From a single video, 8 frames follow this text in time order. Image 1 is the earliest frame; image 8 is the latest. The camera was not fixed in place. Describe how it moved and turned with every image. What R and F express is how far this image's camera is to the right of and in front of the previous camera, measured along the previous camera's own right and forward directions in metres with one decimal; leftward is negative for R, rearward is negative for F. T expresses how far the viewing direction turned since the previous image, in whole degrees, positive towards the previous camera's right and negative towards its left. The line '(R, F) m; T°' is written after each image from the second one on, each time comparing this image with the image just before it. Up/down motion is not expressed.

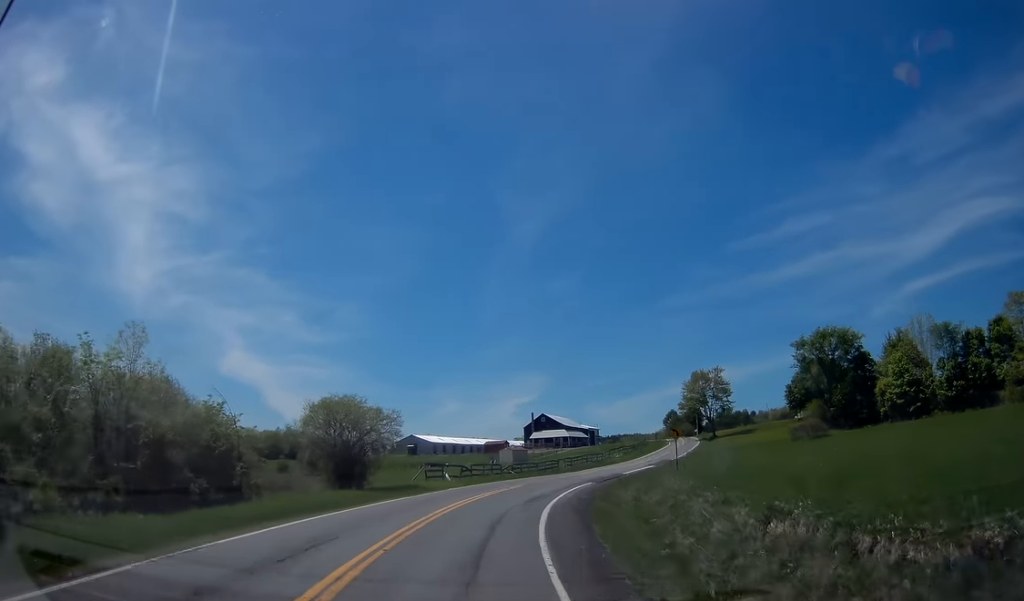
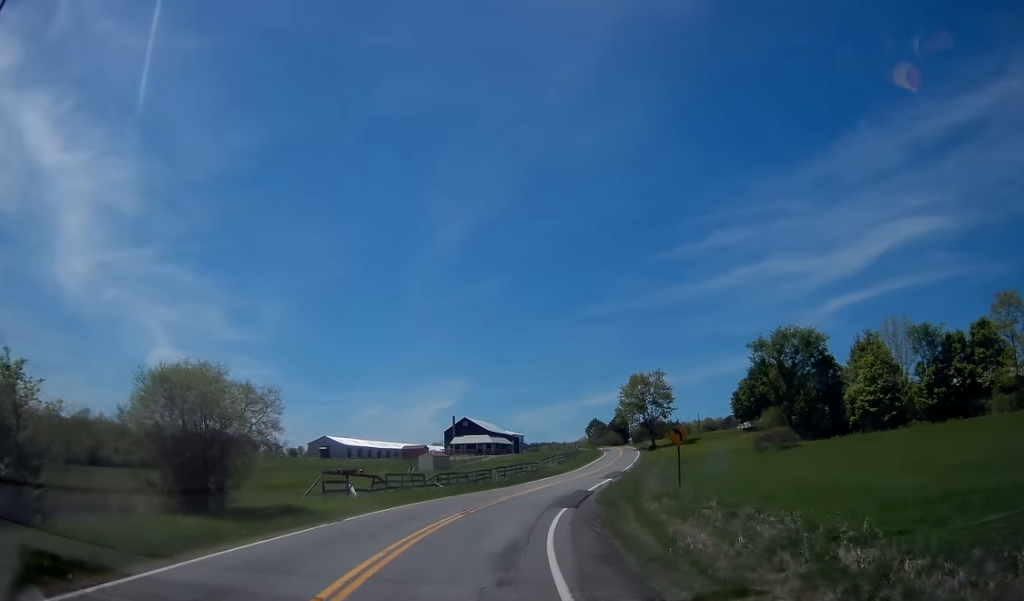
(+1.0, +11.8) m; +6°
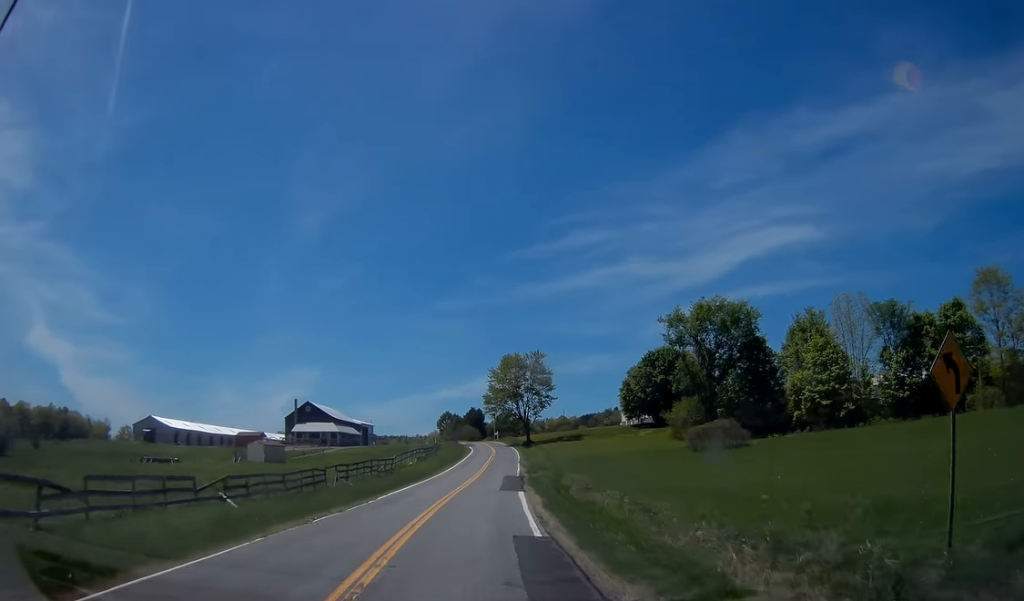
(+1.8, +21.0) m; +10°
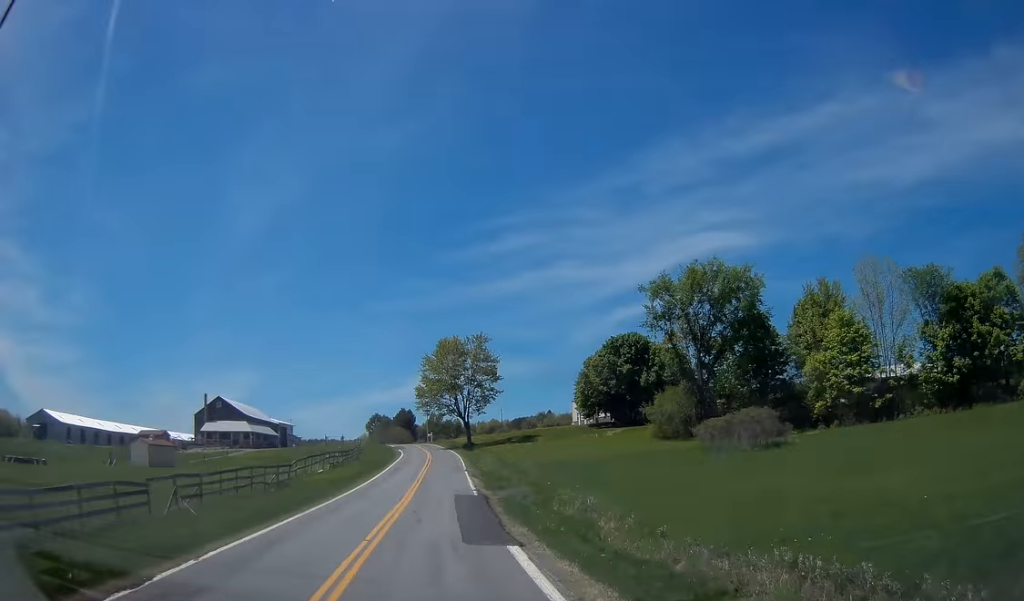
(+1.2, +17.4) m; +4°
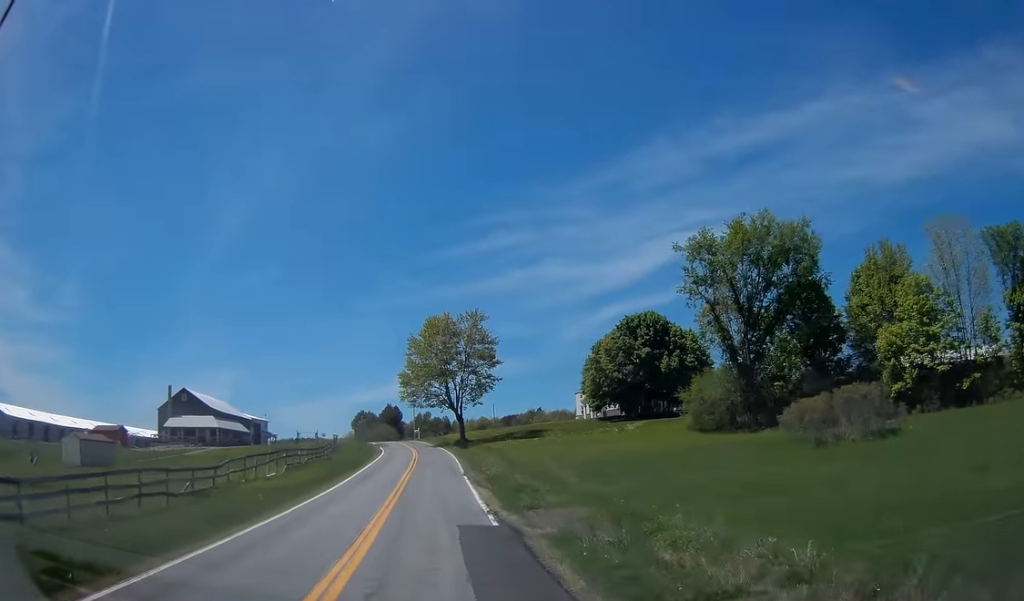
(0.0, +12.6) m; +1°
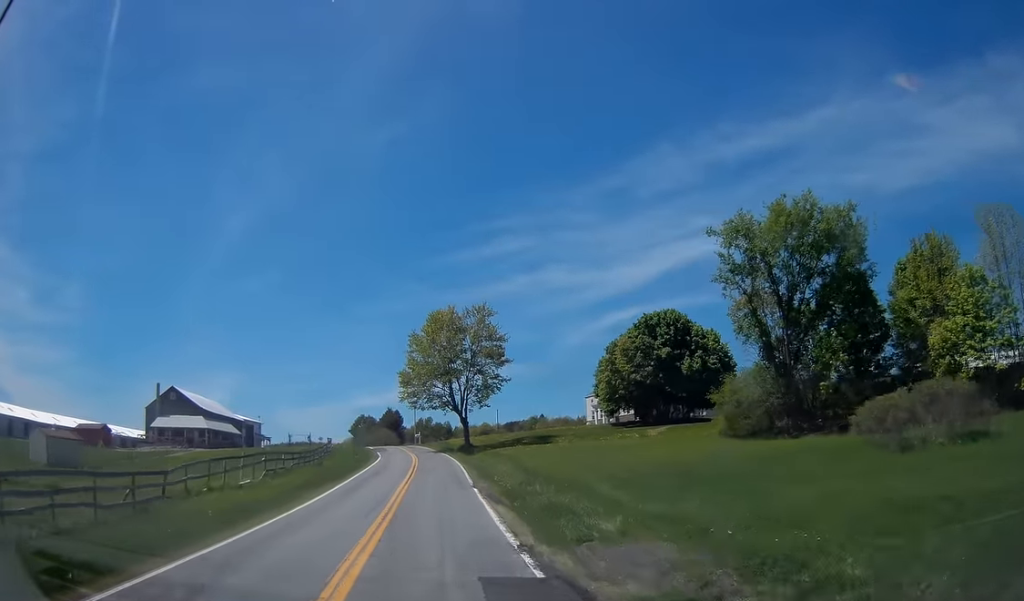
(-0.3, +5.9) m; +1°
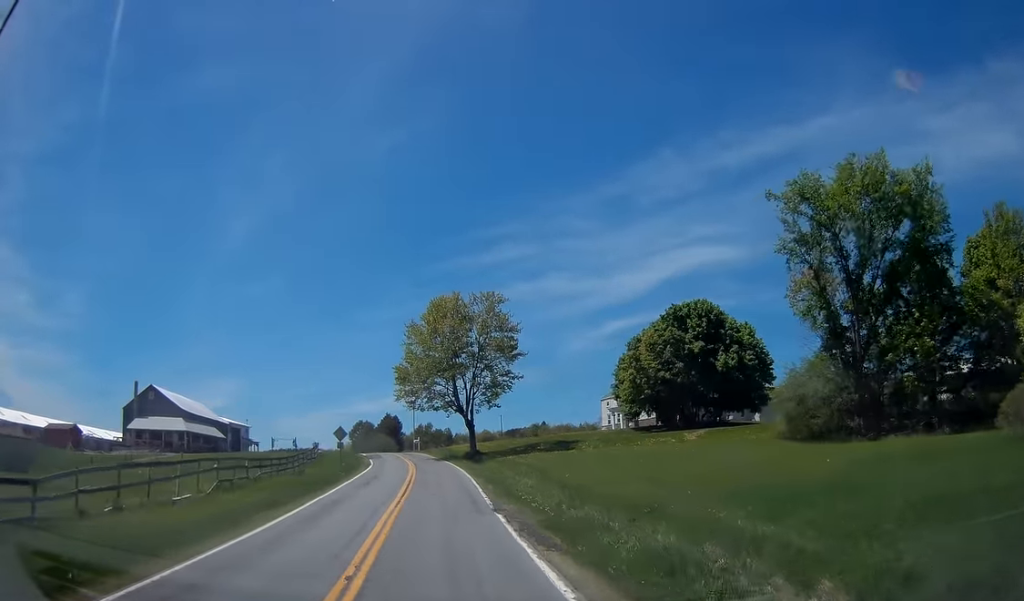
(+0.4, +8.6) m; +1°
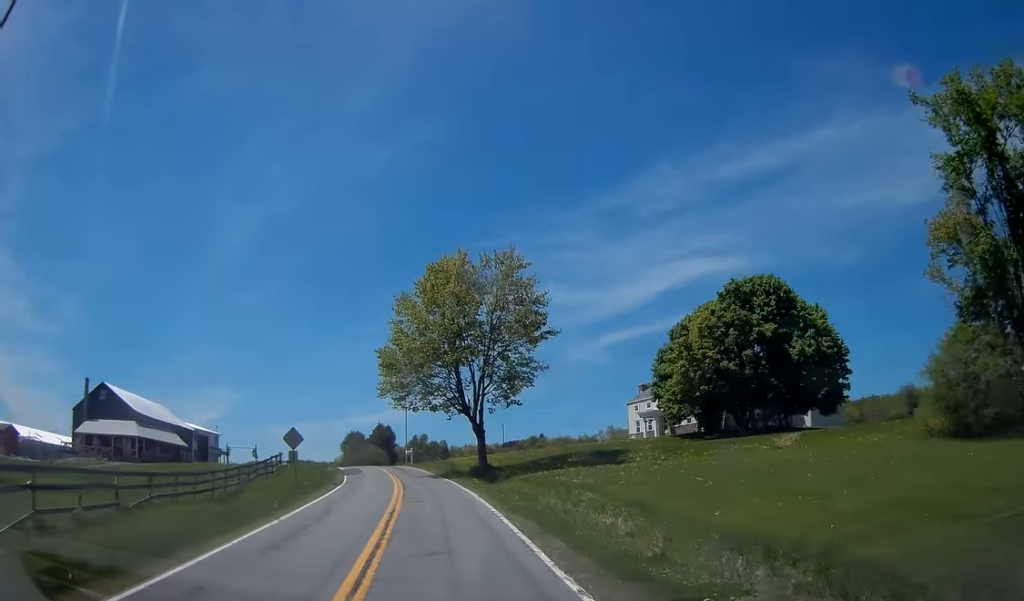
(+0.1, +14.0) m; -1°
